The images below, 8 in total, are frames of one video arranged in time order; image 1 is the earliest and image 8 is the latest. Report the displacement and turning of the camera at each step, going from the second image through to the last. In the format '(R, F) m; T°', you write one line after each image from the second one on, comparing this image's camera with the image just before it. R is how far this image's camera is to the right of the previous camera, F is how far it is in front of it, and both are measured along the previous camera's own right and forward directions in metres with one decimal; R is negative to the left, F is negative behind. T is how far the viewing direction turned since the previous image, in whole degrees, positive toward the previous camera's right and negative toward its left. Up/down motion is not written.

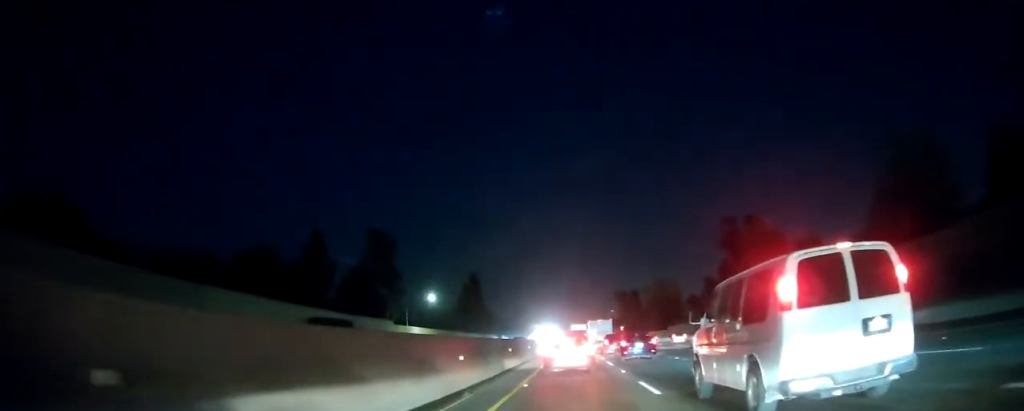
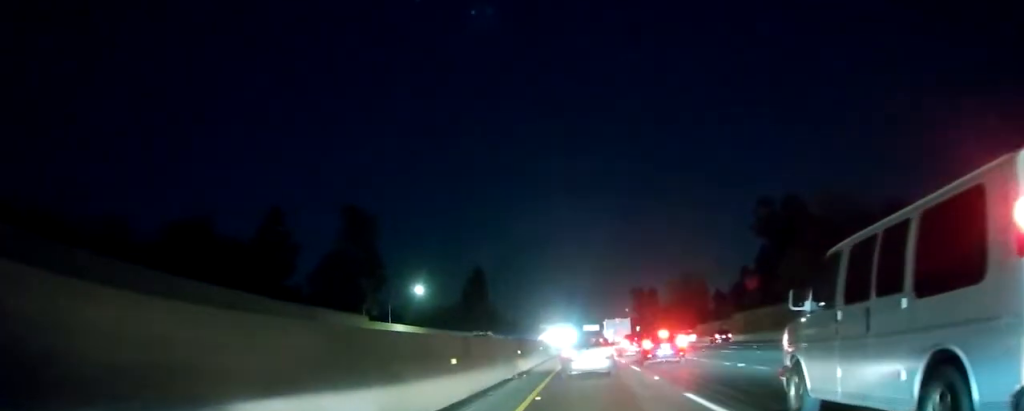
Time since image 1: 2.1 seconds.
(-0.1, +21.2) m; -1°
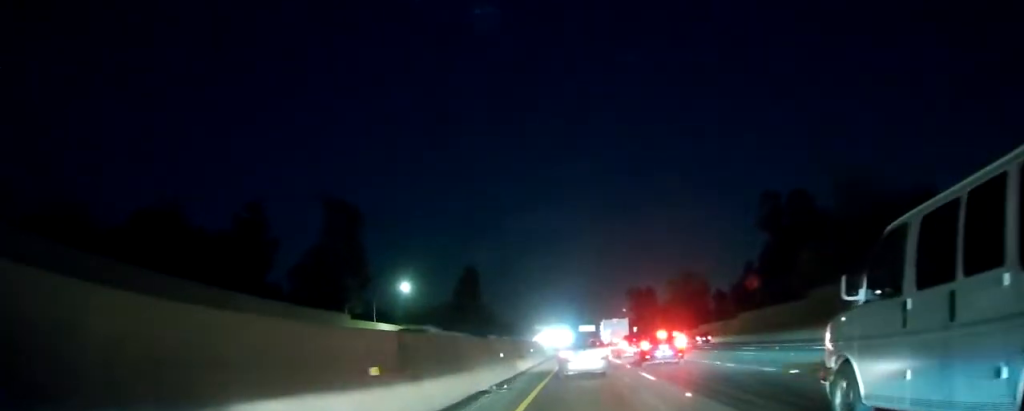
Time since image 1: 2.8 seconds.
(-0.1, +5.8) m; 0°
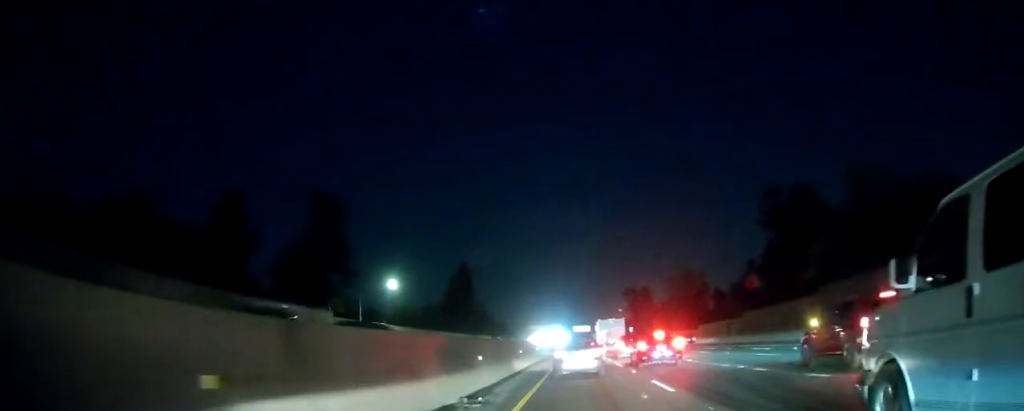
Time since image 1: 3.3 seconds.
(+0.1, +4.3) m; +1°
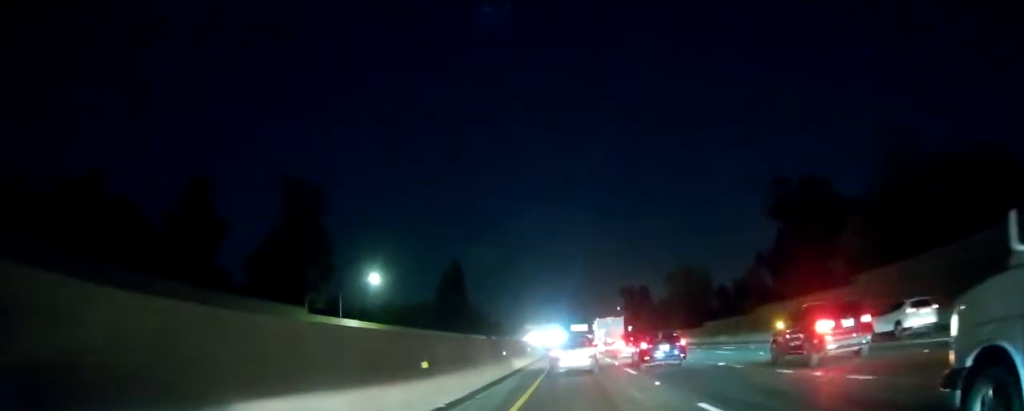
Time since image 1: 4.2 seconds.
(+0.1, +7.1) m; +1°
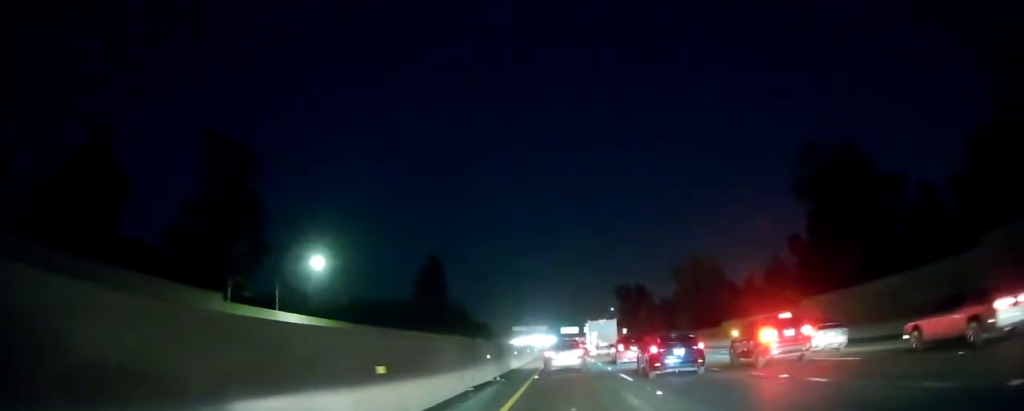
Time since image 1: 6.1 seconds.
(+0.1, +16.4) m; -1°
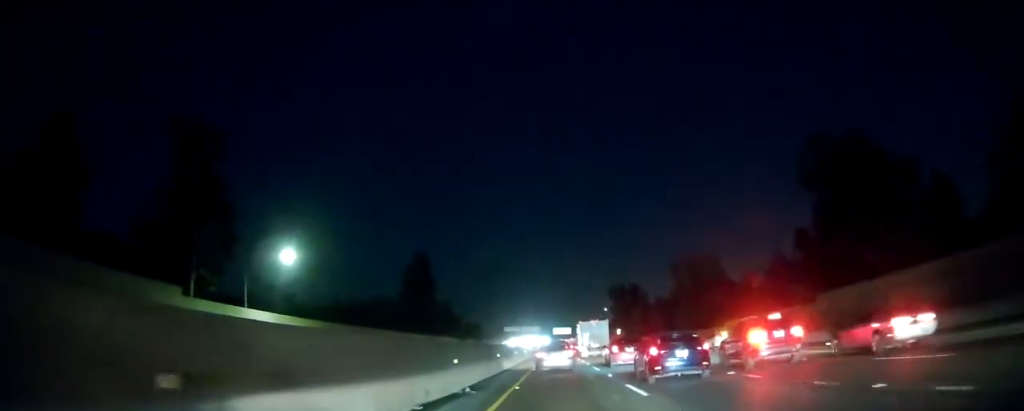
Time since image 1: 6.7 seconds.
(-0.1, +4.9) m; -1°
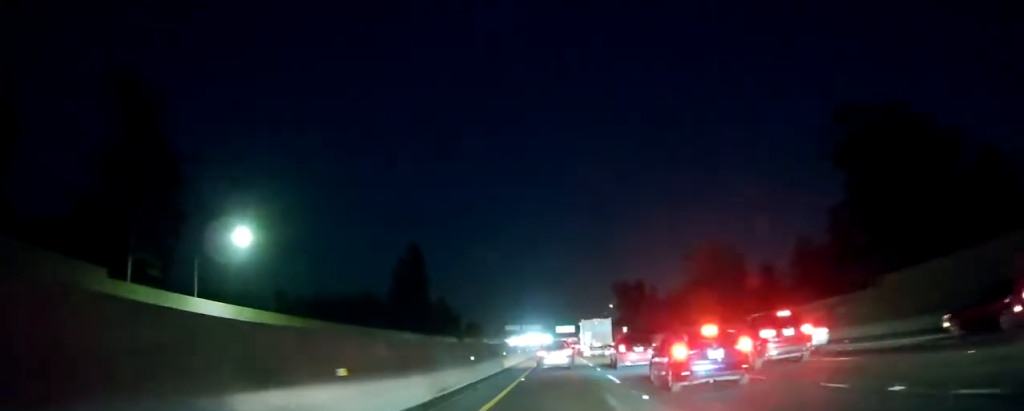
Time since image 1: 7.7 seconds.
(0.0, +9.1) m; +1°
